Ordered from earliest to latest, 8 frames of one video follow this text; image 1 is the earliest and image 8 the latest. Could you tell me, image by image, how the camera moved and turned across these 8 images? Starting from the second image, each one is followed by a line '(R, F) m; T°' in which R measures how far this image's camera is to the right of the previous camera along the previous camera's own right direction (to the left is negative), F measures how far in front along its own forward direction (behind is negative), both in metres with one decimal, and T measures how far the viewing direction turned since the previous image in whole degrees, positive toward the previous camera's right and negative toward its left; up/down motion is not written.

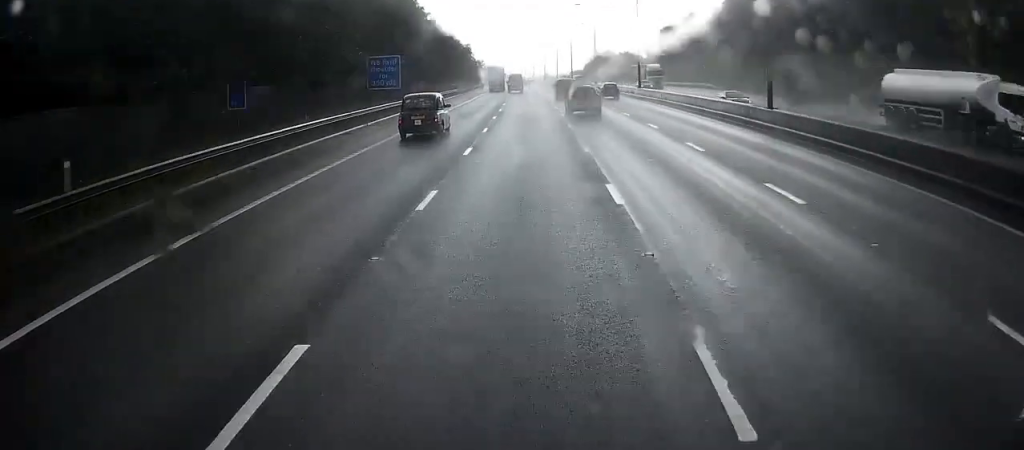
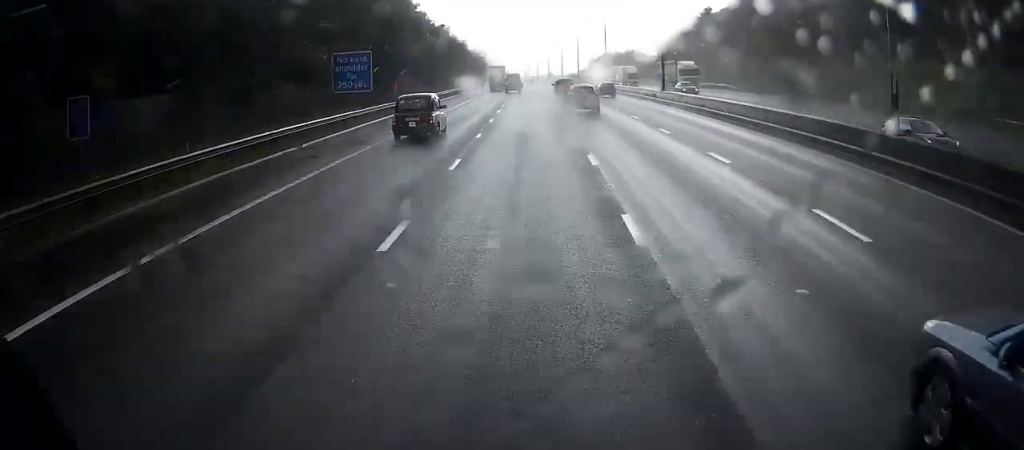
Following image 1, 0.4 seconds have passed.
(0.0, +10.9) m; 0°
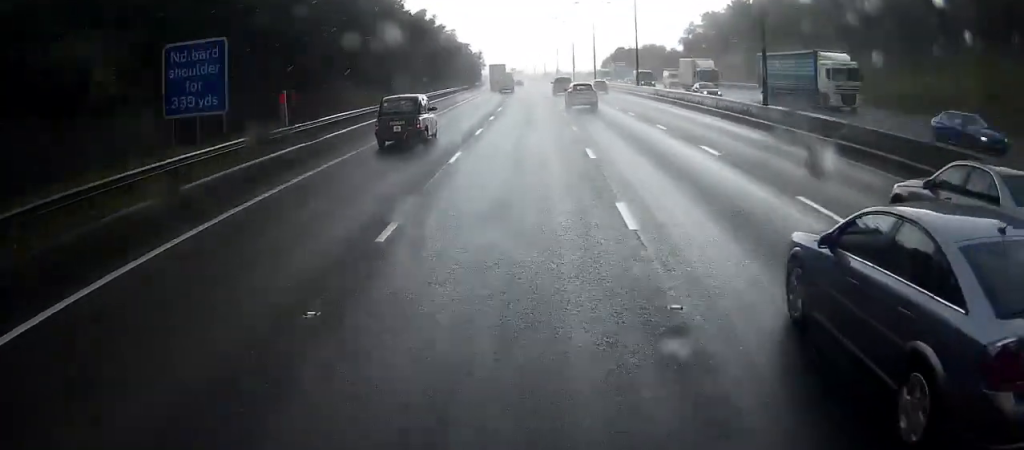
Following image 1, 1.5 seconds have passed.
(0.0, +26.1) m; 0°
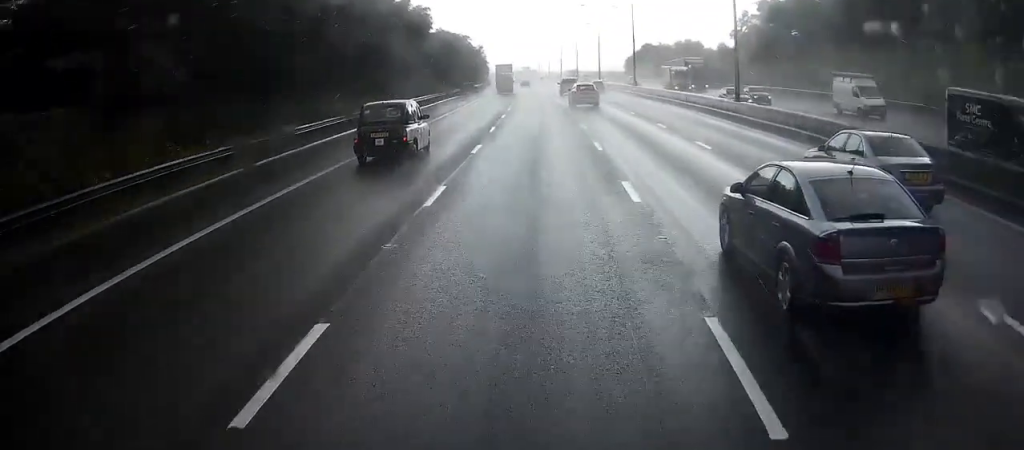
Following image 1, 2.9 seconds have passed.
(-0.3, +33.7) m; -1°
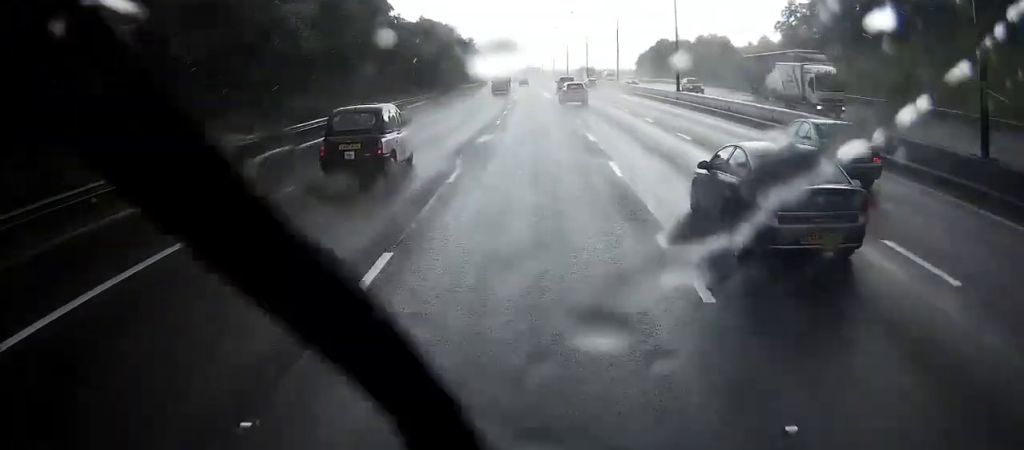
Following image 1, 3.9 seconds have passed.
(-0.1, +23.6) m; -1°
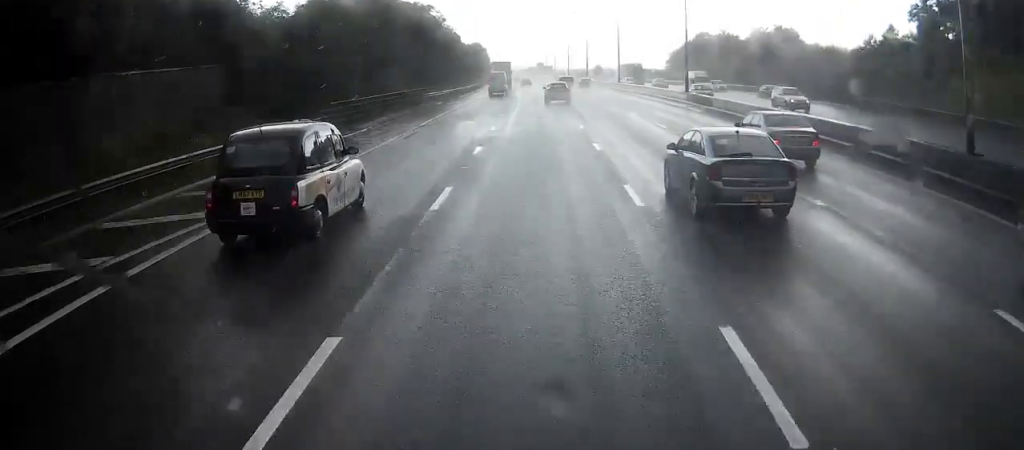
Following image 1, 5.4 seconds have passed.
(-0.4, +38.6) m; -1°
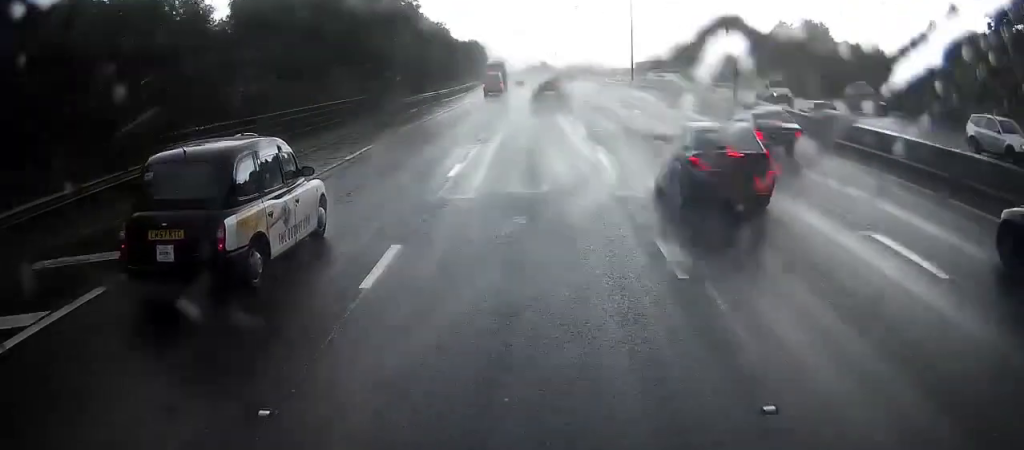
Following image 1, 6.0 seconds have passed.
(0.0, +14.3) m; 0°
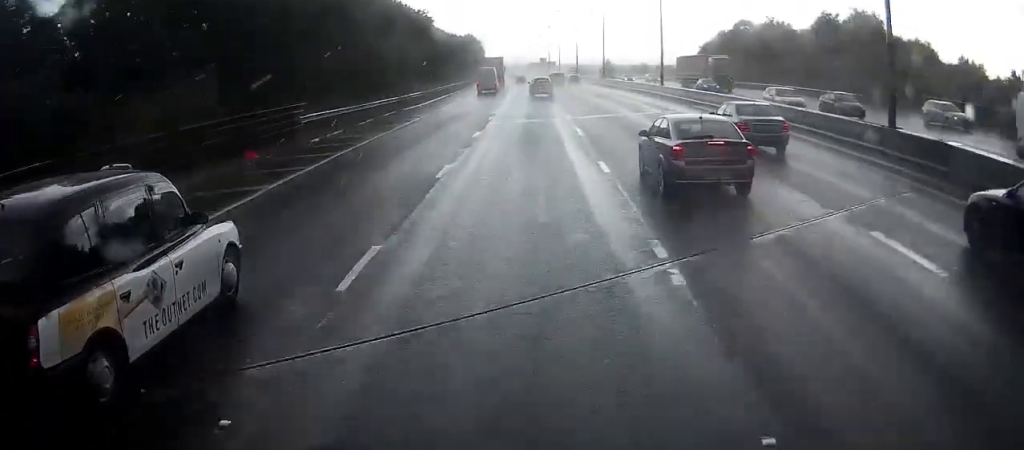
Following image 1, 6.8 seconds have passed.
(-0.1, +18.4) m; 0°
